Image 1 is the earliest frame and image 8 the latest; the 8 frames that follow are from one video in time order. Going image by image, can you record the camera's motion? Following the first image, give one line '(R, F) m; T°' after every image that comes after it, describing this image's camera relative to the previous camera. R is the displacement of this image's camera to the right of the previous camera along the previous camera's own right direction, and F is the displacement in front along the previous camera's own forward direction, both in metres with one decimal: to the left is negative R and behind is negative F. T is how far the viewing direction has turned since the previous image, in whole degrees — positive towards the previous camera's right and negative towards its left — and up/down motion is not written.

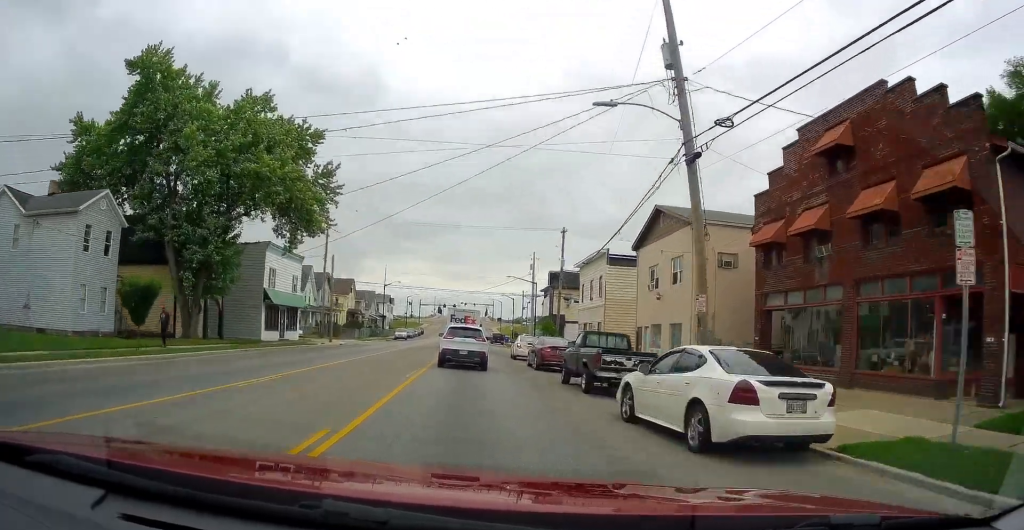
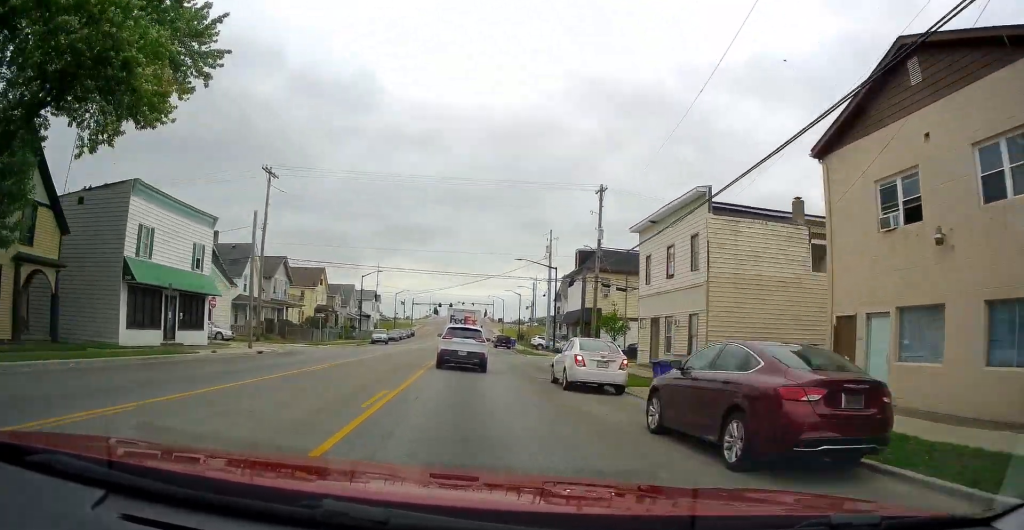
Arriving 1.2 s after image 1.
(-0.2, +19.6) m; 0°
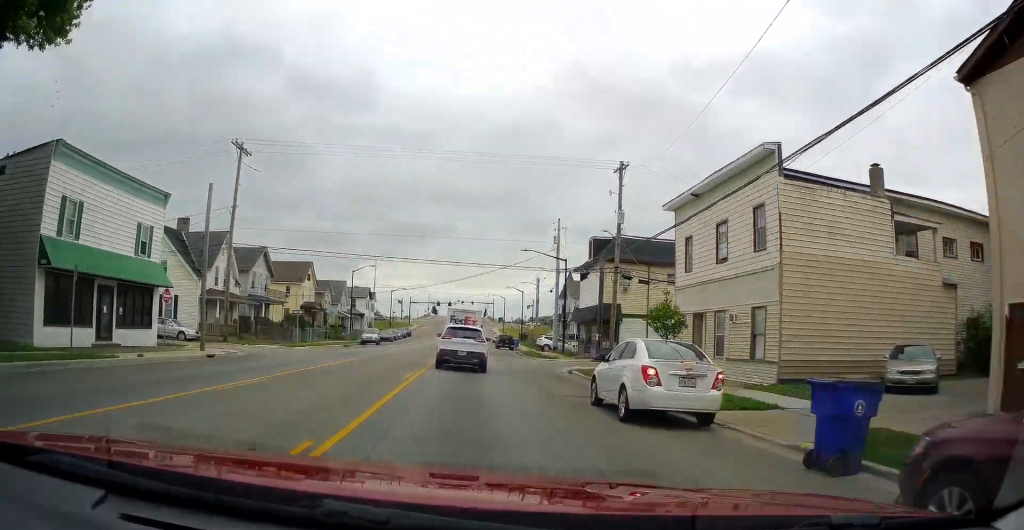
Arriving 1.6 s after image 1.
(+0.4, +6.3) m; 0°
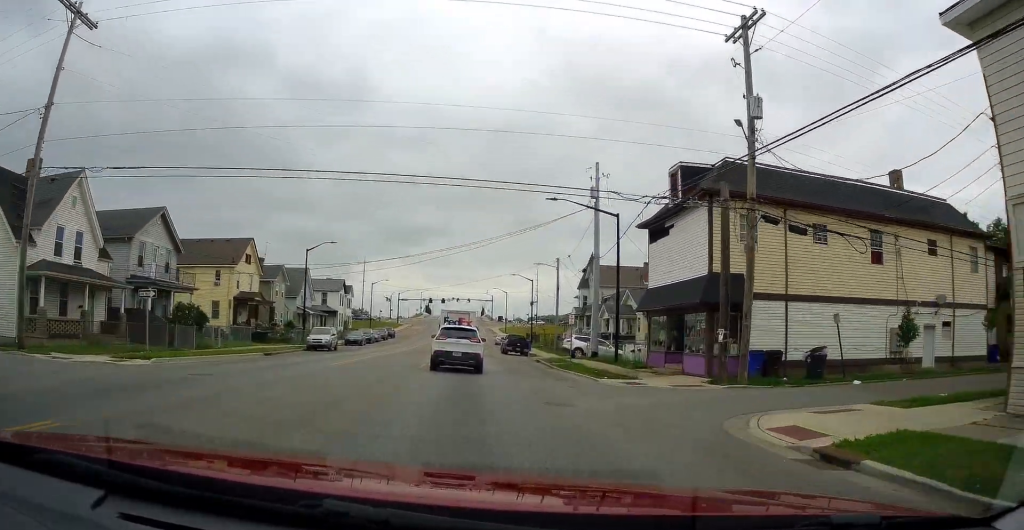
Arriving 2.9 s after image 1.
(-0.8, +19.9) m; 0°
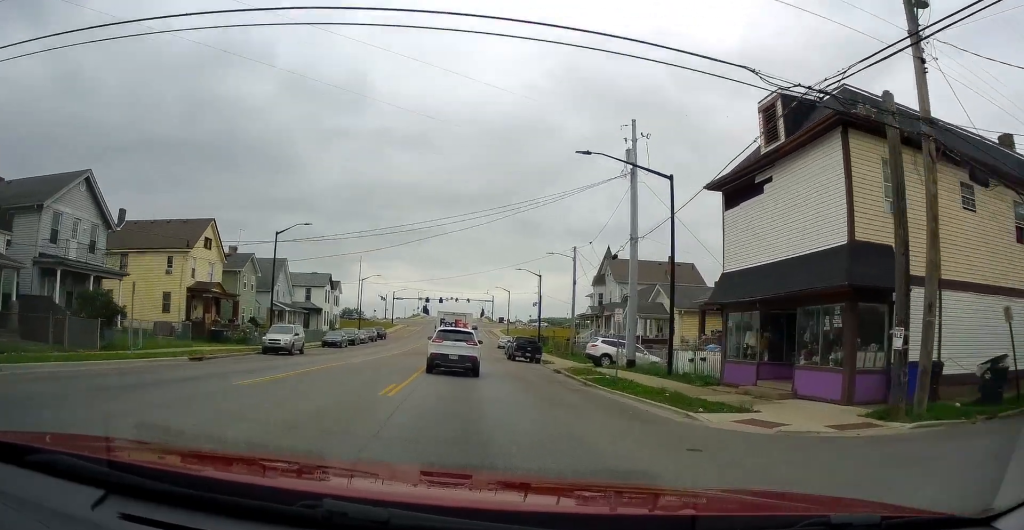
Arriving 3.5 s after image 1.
(+0.6, +9.4) m; +1°
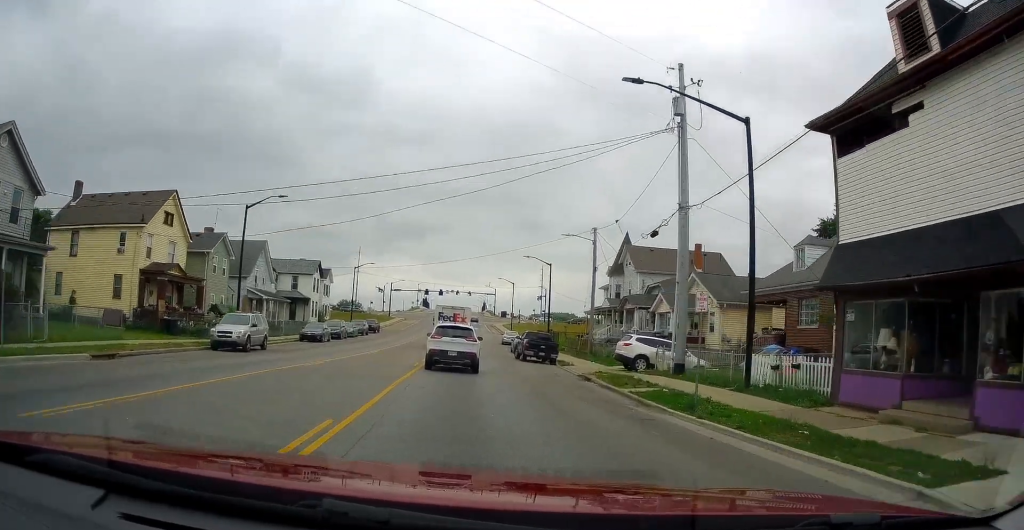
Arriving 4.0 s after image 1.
(+0.1, +7.3) m; 0°
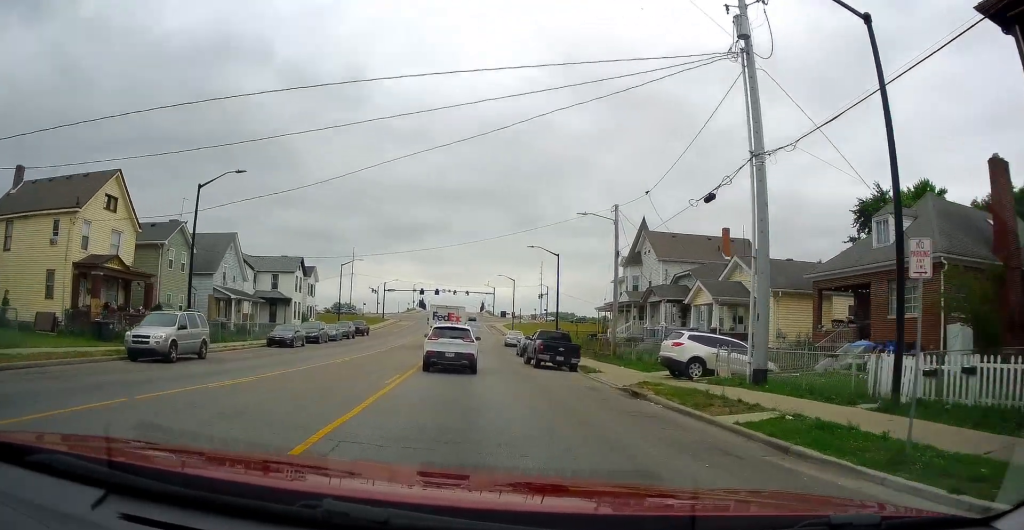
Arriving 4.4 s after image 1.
(-0.2, +7.2) m; -1°
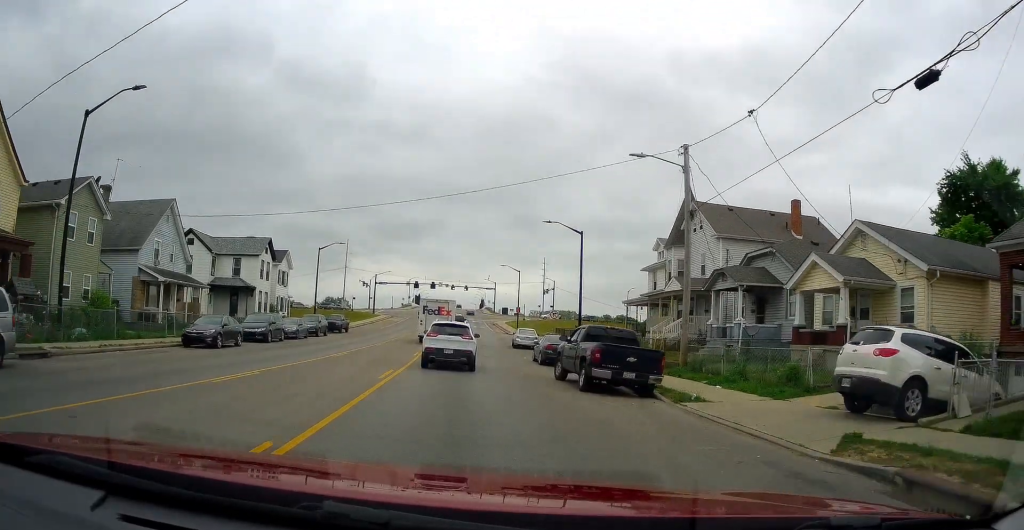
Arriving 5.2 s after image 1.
(-0.1, +11.6) m; -1°
